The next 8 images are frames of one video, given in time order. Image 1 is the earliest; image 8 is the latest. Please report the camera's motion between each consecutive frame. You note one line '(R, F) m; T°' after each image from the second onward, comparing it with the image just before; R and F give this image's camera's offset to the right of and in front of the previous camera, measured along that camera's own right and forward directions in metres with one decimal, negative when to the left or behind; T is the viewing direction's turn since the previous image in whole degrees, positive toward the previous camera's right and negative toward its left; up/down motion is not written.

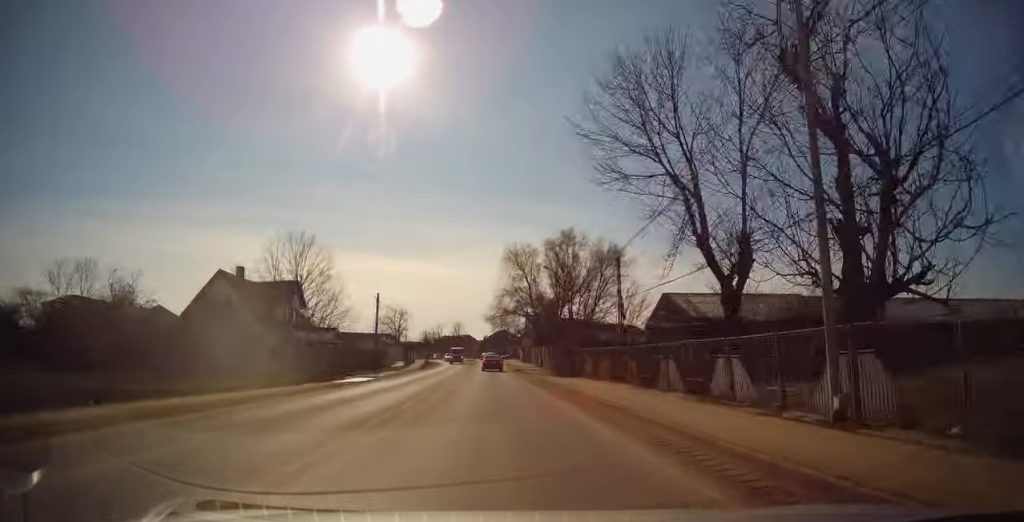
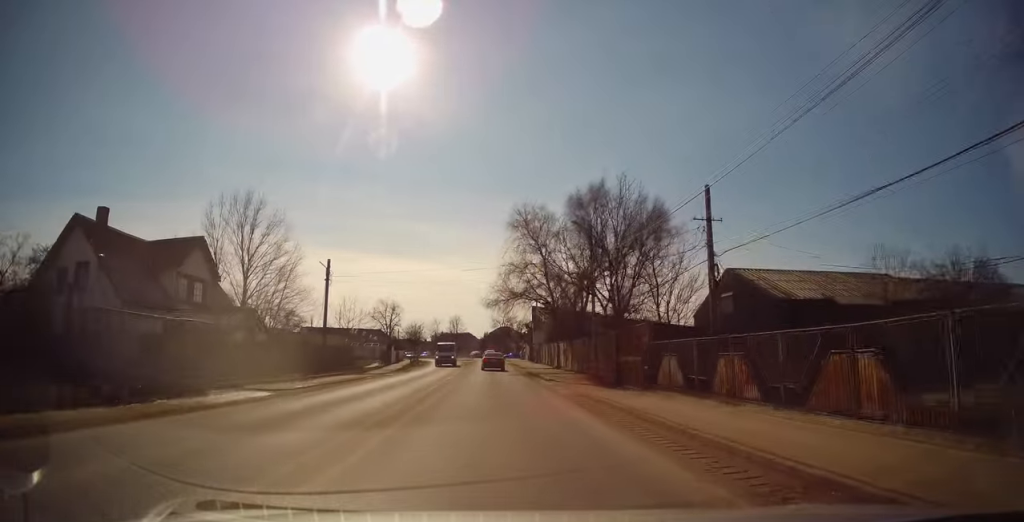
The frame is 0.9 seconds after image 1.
(0.0, +15.1) m; 0°
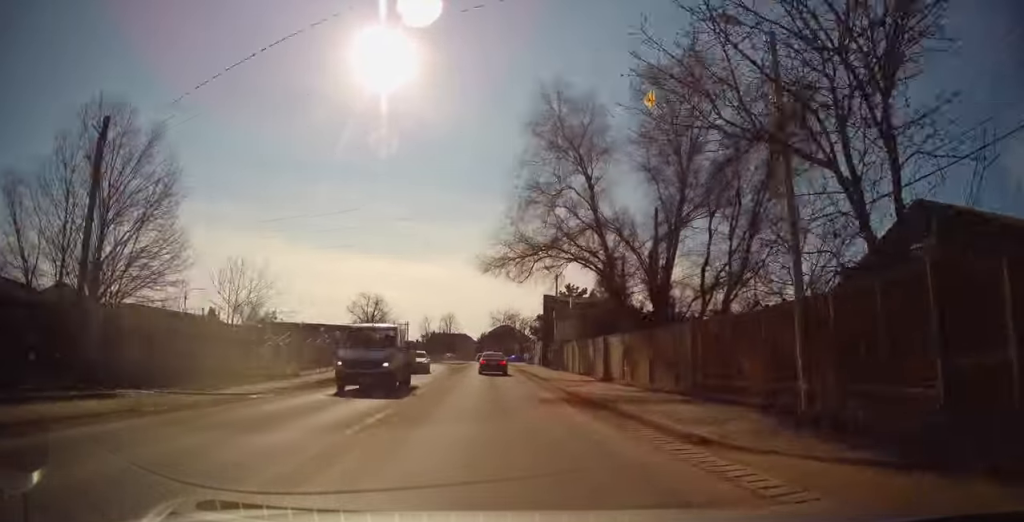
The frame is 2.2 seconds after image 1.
(+0.1, +20.3) m; 0°
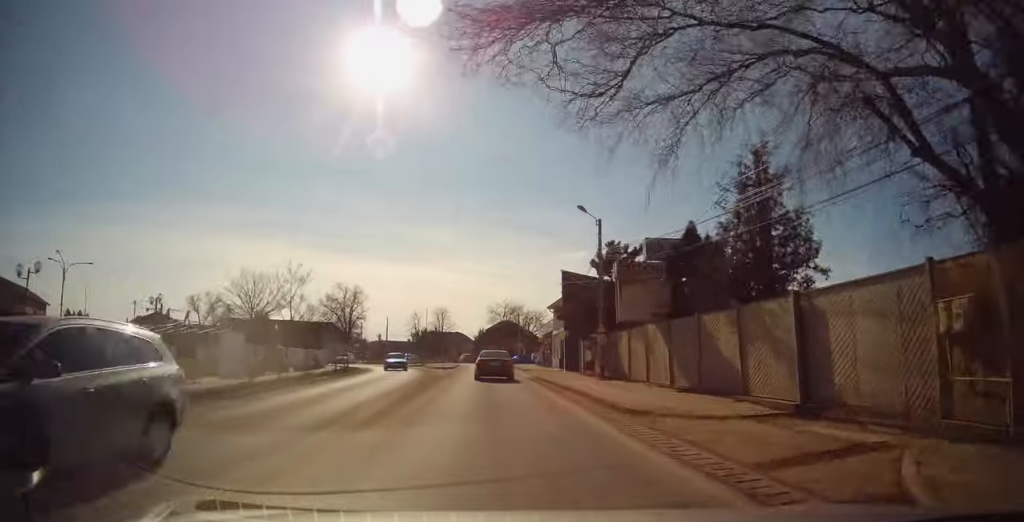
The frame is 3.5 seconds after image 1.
(-0.1, +18.7) m; 0°
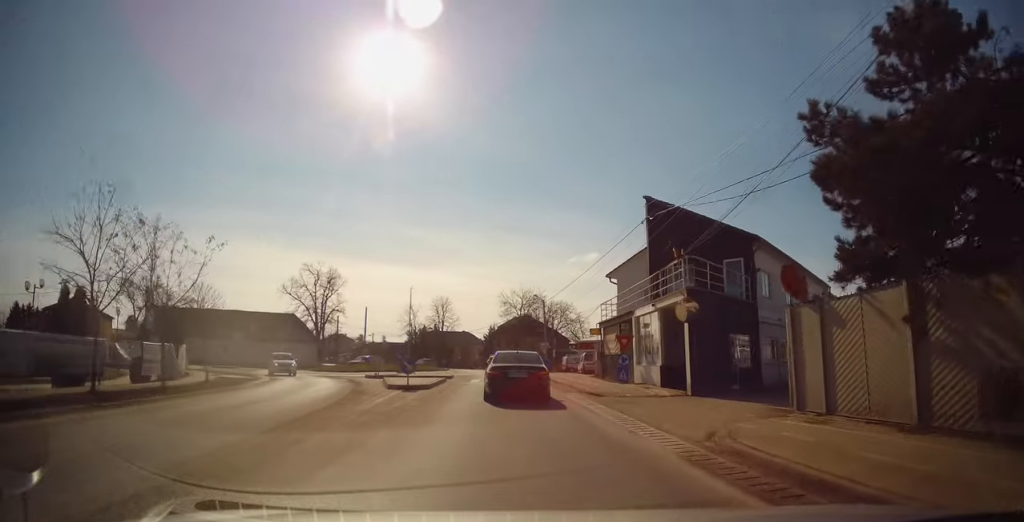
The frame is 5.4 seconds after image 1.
(+0.3, +24.6) m; 0°
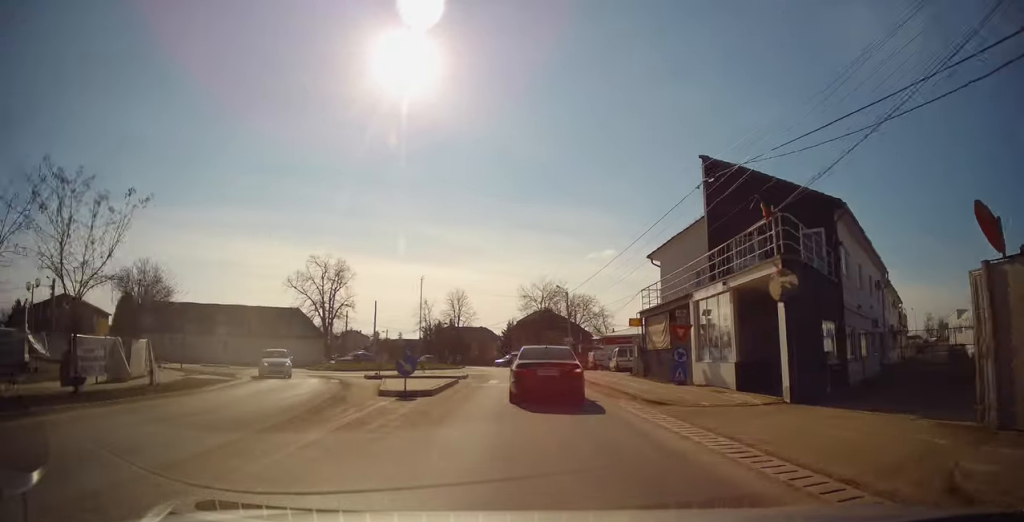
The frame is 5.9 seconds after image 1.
(0.0, +5.2) m; -1°
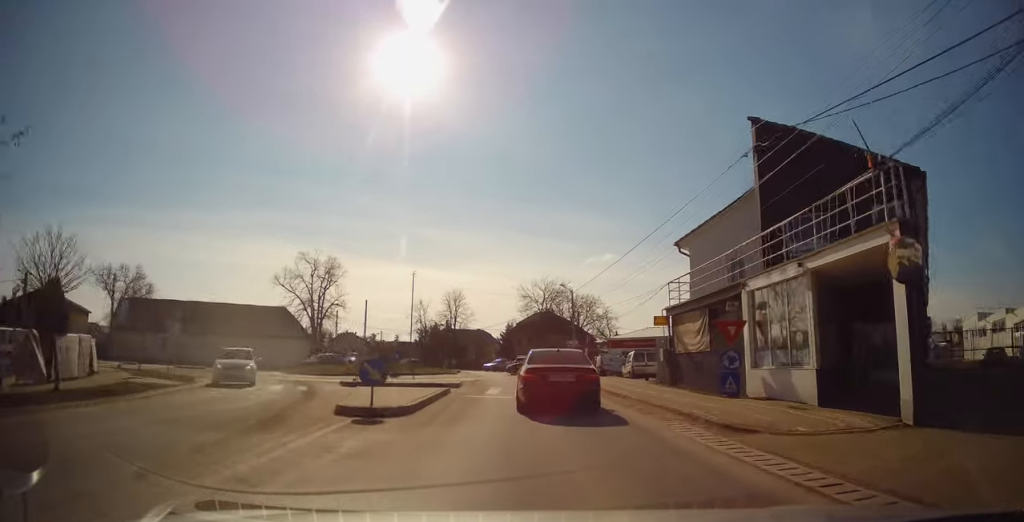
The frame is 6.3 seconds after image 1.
(-0.1, +4.6) m; -1°
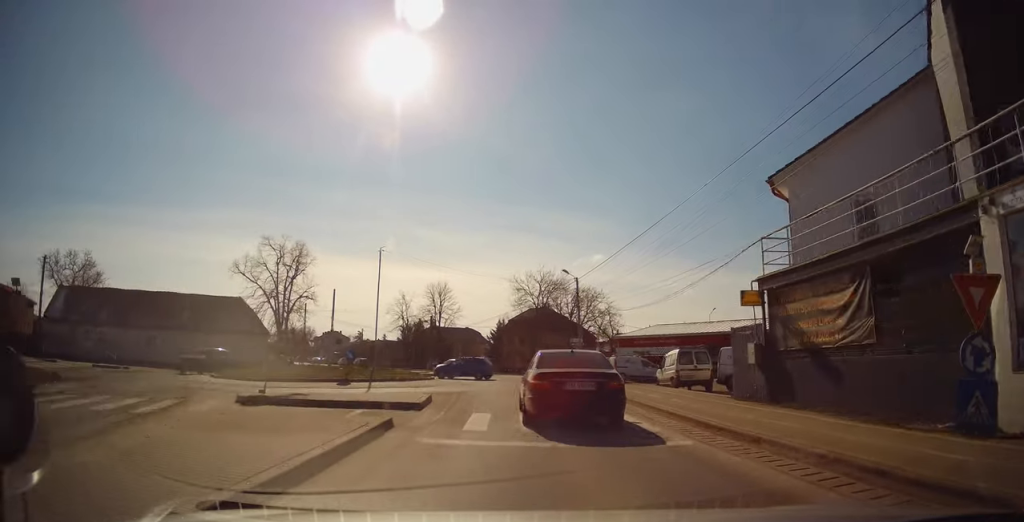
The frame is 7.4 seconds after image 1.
(-0.2, +10.1) m; -1°
